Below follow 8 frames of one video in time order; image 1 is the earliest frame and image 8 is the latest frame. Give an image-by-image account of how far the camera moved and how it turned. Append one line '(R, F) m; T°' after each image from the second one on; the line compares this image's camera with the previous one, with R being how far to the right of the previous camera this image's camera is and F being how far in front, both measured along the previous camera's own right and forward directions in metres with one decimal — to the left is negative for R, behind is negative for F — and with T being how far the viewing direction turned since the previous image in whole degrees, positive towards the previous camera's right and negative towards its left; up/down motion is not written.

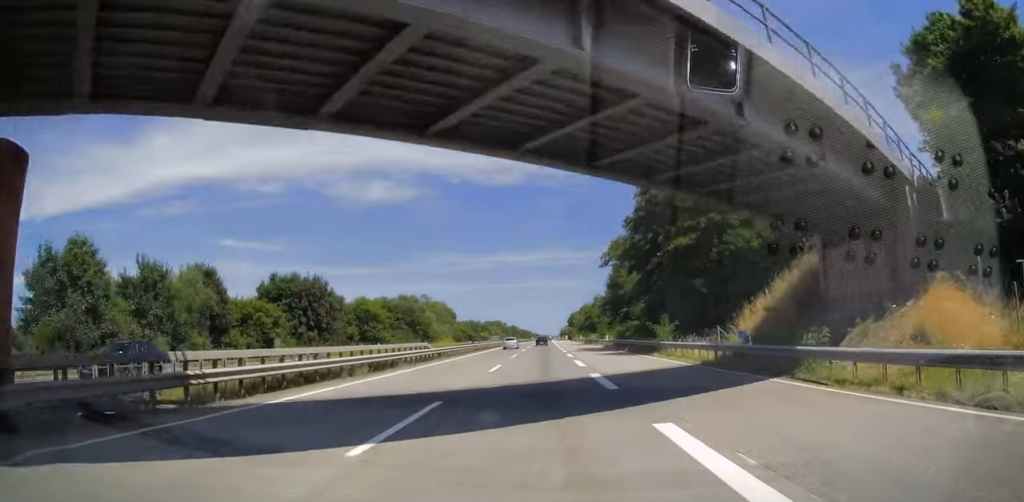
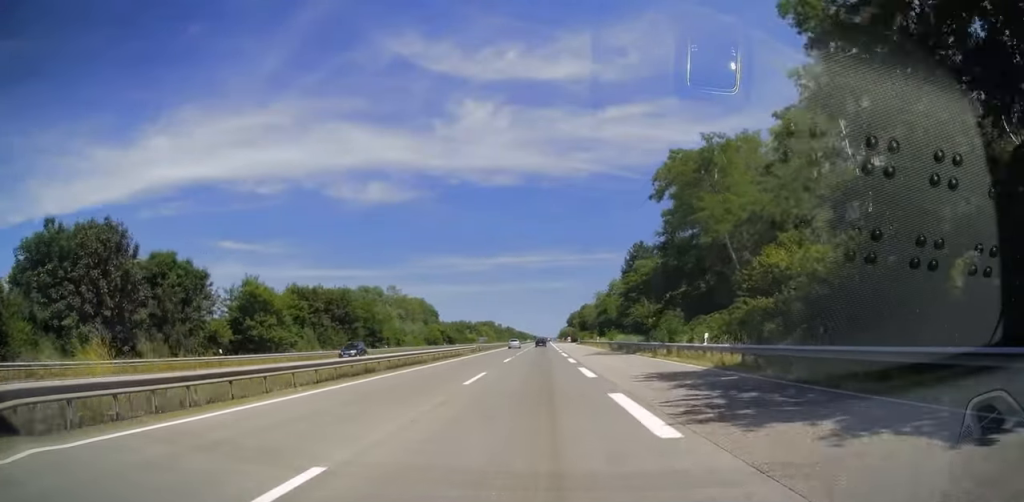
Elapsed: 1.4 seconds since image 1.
(-0.2, +42.9) m; 0°
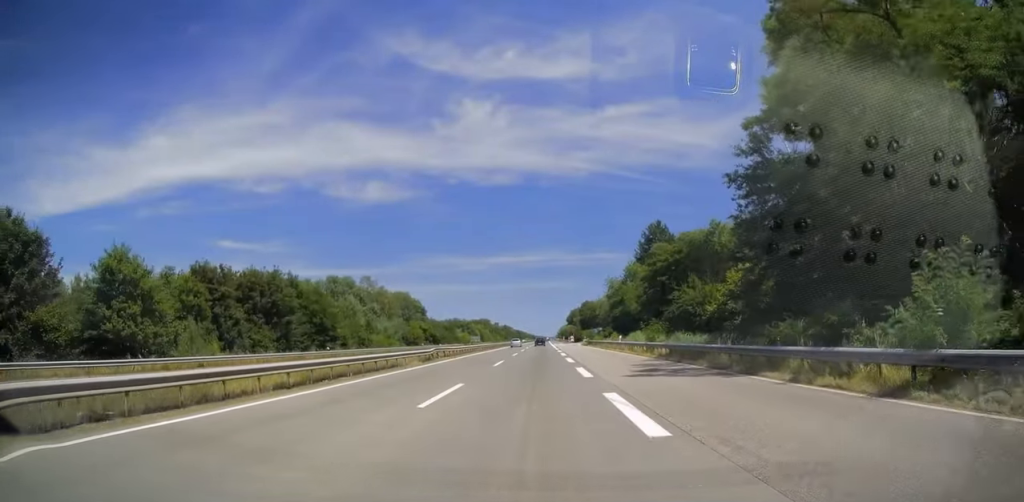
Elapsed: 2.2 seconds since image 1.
(+0.3, +24.3) m; +1°
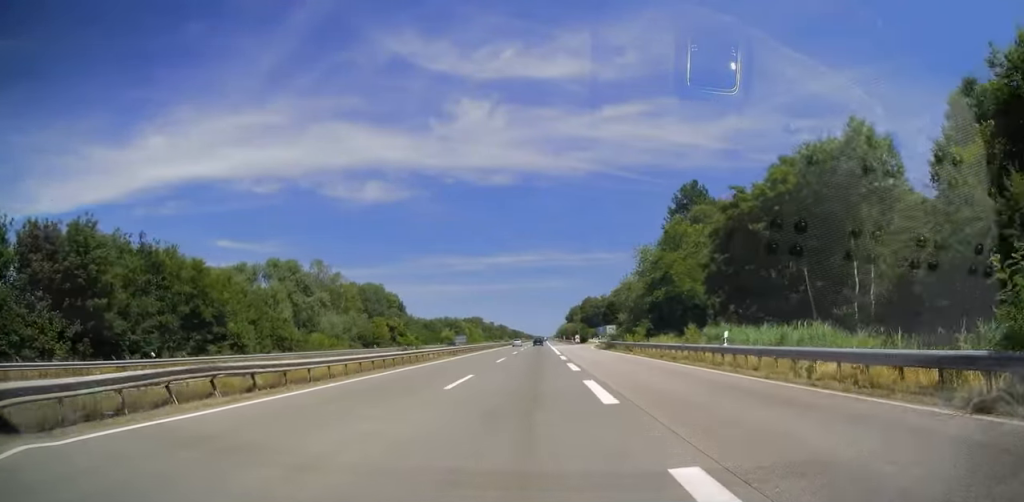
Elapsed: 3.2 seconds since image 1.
(+0.1, +32.0) m; 0°
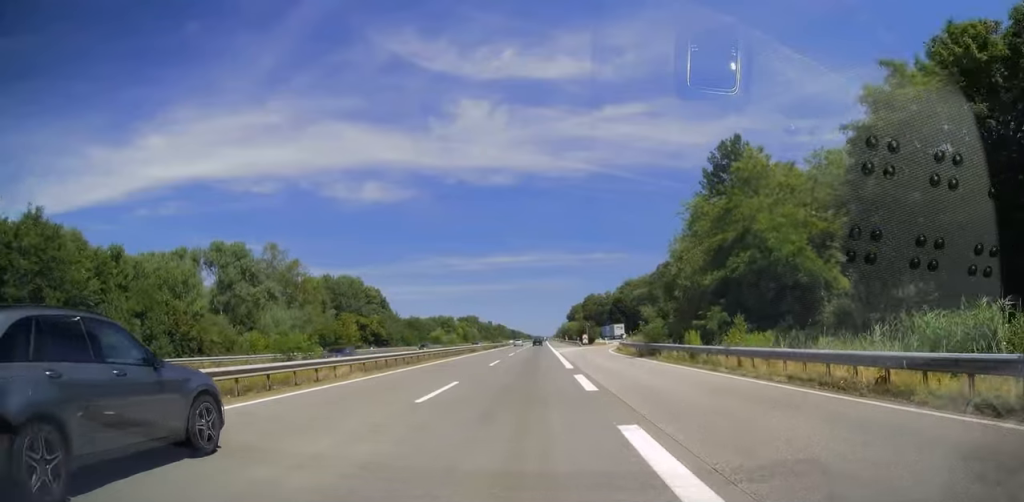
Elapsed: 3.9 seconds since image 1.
(0.0, +21.0) m; 0°
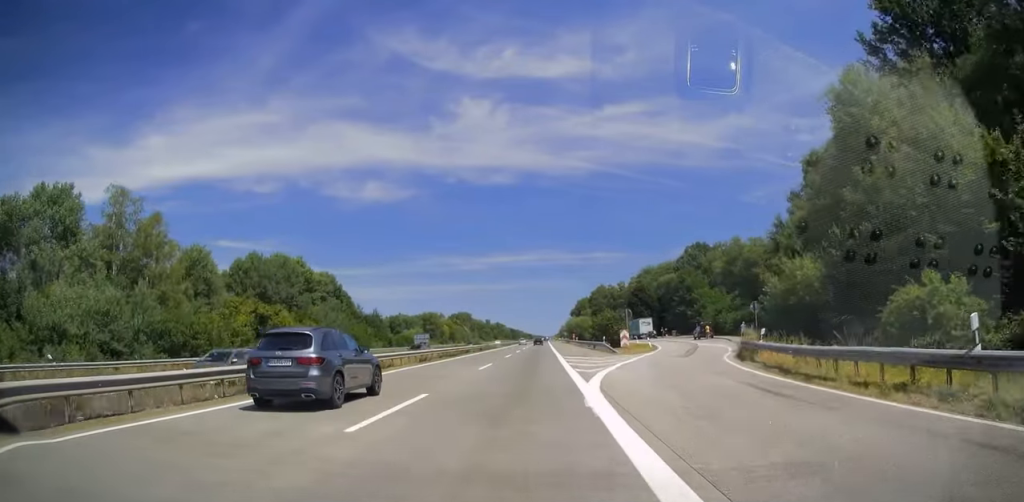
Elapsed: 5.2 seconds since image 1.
(+0.4, +40.5) m; 0°
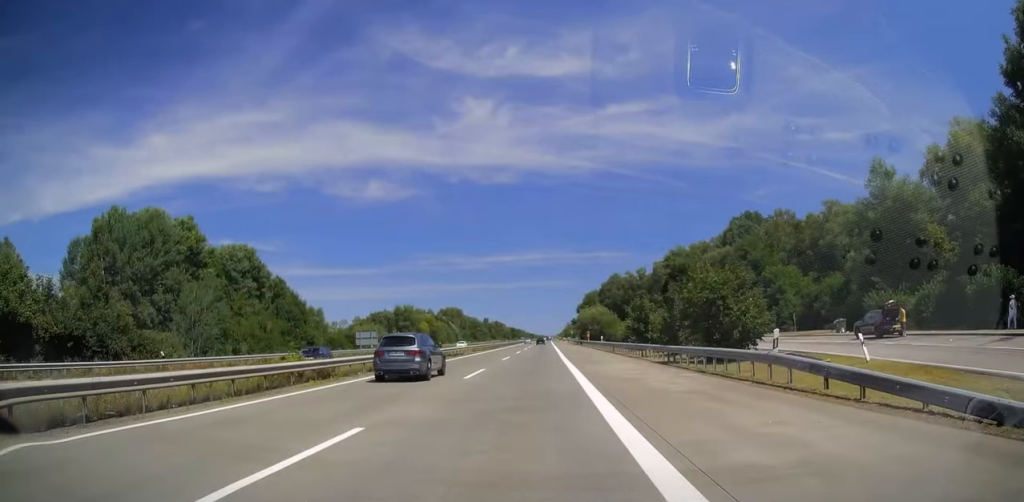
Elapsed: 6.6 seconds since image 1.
(-0.6, +41.6) m; -2°
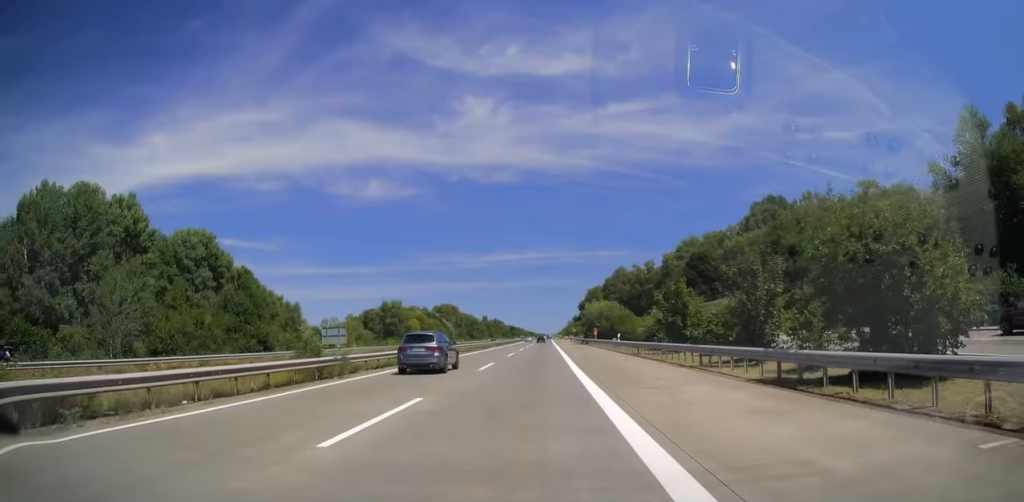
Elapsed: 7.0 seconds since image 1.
(-0.2, +13.9) m; 0°
